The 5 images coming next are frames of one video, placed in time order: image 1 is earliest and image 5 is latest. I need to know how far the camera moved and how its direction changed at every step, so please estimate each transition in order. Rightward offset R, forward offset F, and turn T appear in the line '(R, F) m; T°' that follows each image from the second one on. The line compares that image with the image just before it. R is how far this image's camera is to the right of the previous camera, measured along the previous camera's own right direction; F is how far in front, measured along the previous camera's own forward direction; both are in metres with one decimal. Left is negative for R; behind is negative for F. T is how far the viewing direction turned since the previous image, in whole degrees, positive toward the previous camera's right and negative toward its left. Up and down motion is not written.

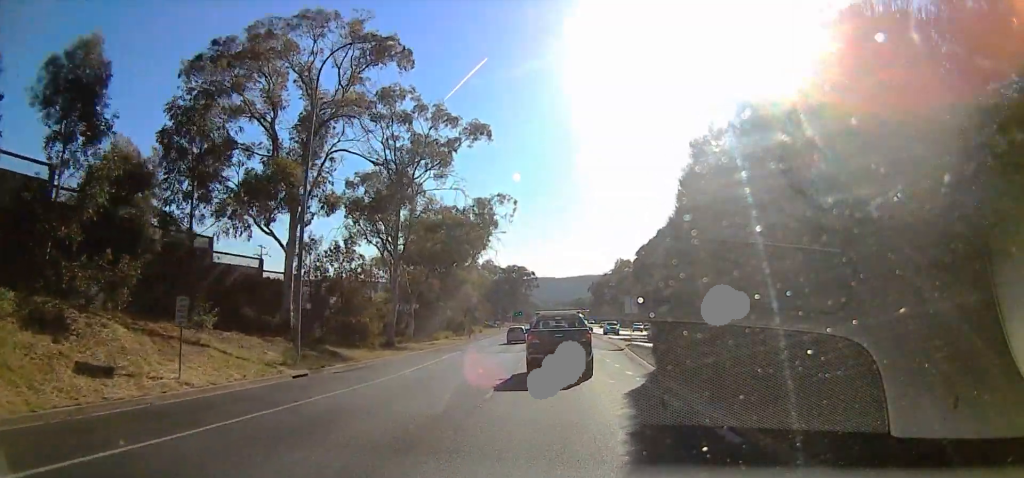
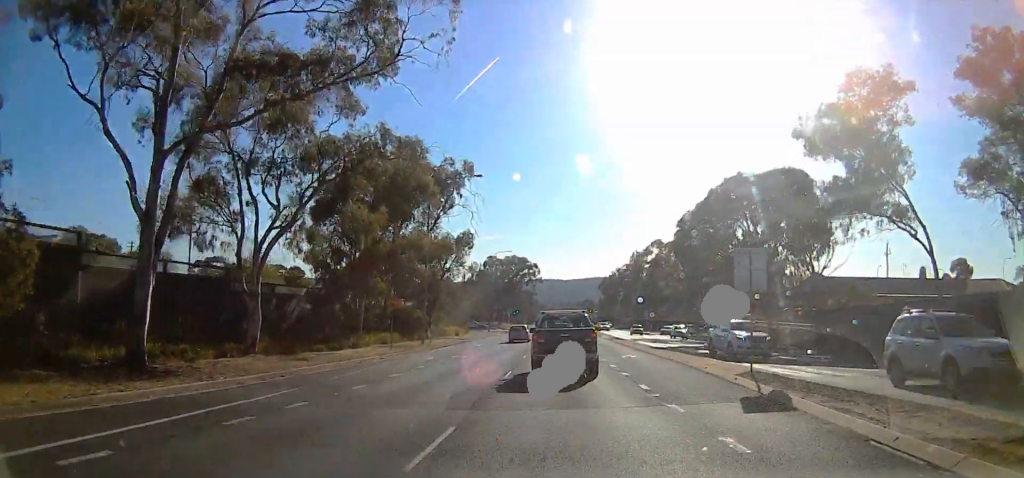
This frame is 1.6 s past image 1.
(-0.6, +29.1) m; 0°
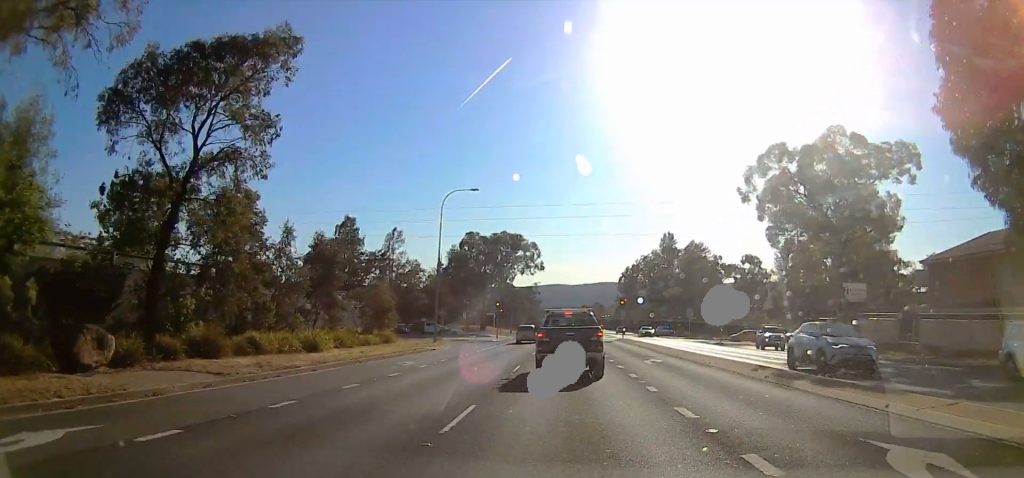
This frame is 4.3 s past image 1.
(+1.4, +41.4) m; +1°
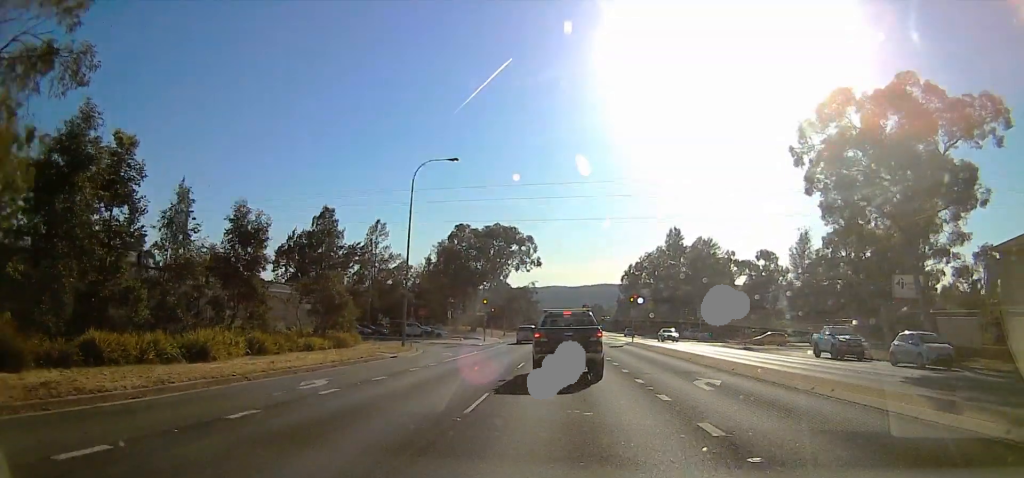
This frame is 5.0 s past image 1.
(-0.2, +10.0) m; -1°
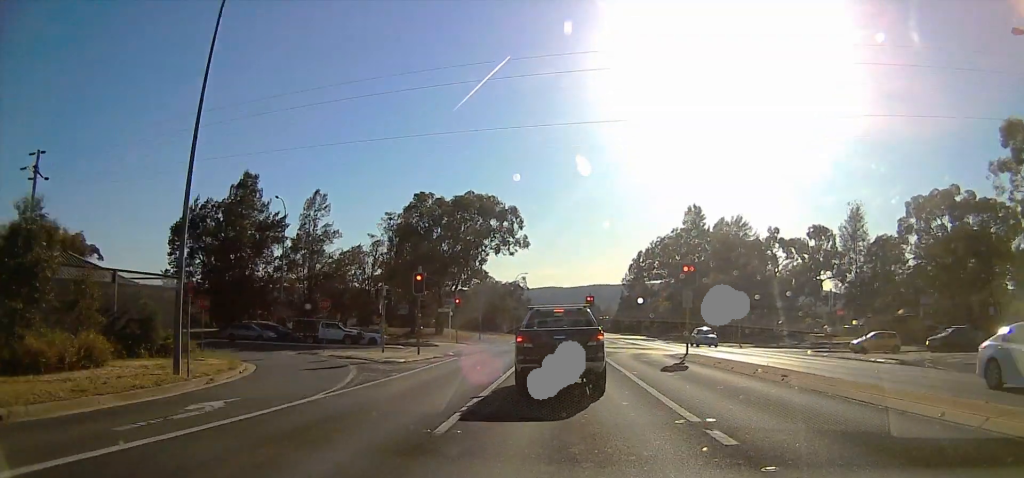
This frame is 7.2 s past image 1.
(0.0, +25.1) m; 0°
